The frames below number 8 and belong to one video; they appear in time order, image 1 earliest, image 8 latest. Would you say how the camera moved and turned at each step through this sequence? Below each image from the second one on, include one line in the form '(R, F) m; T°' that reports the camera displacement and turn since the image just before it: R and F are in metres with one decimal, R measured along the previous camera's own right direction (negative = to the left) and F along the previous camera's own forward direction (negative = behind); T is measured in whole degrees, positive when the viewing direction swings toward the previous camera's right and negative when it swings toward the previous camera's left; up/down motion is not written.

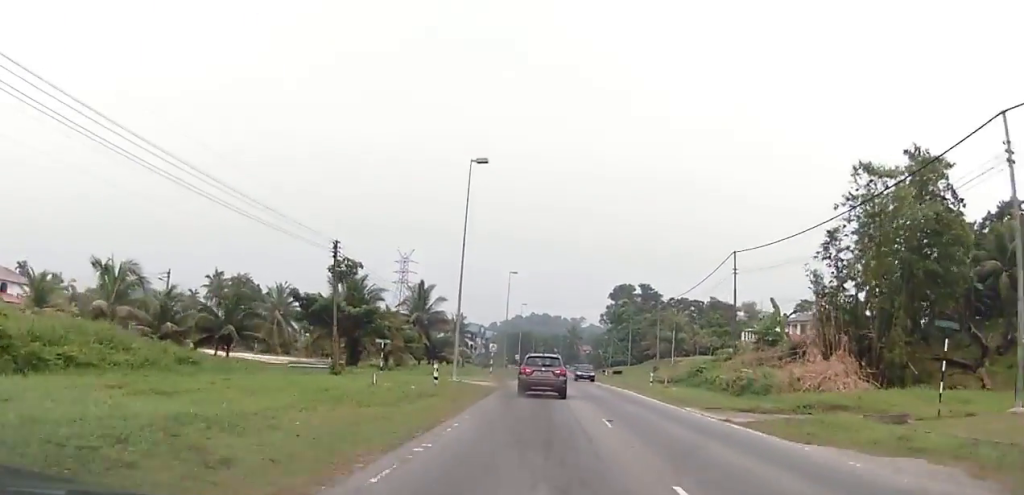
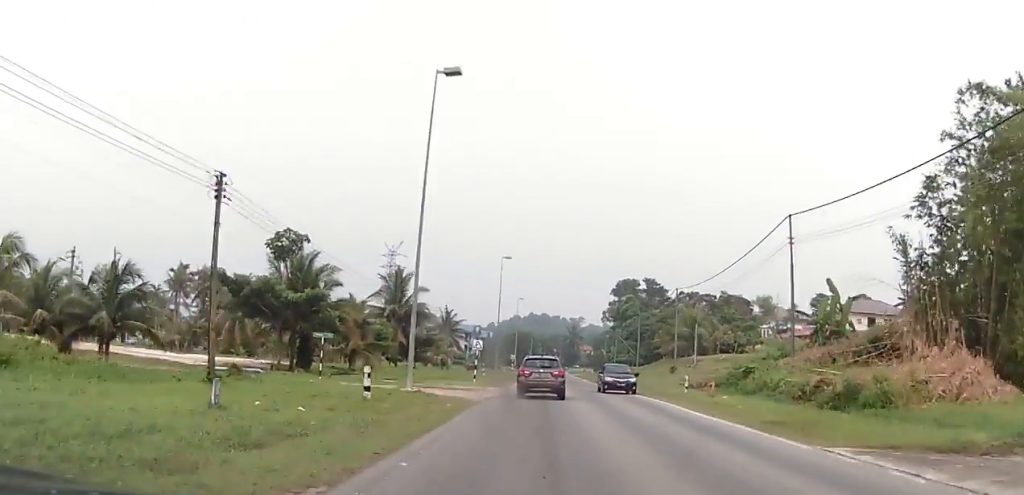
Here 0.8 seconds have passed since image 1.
(0.0, +12.1) m; 0°
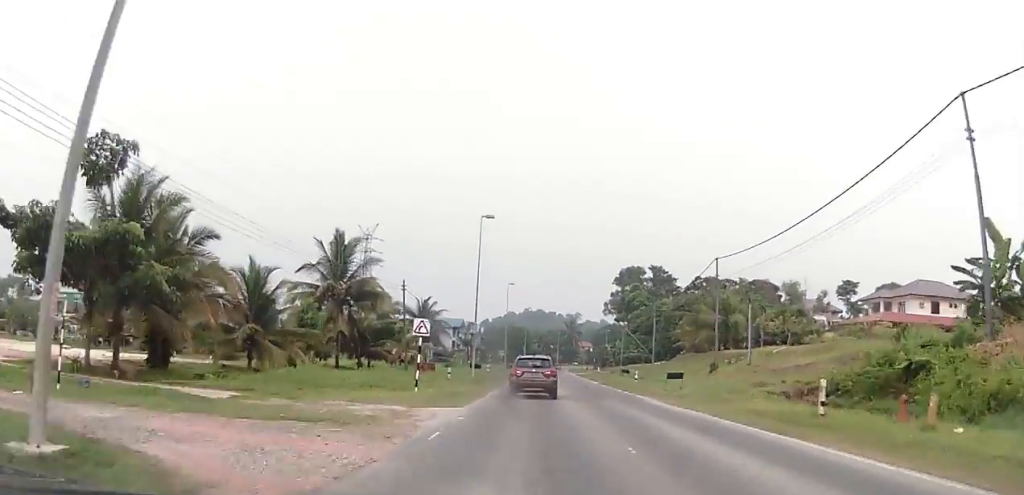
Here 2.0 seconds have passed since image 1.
(-0.1, +18.6) m; -1°
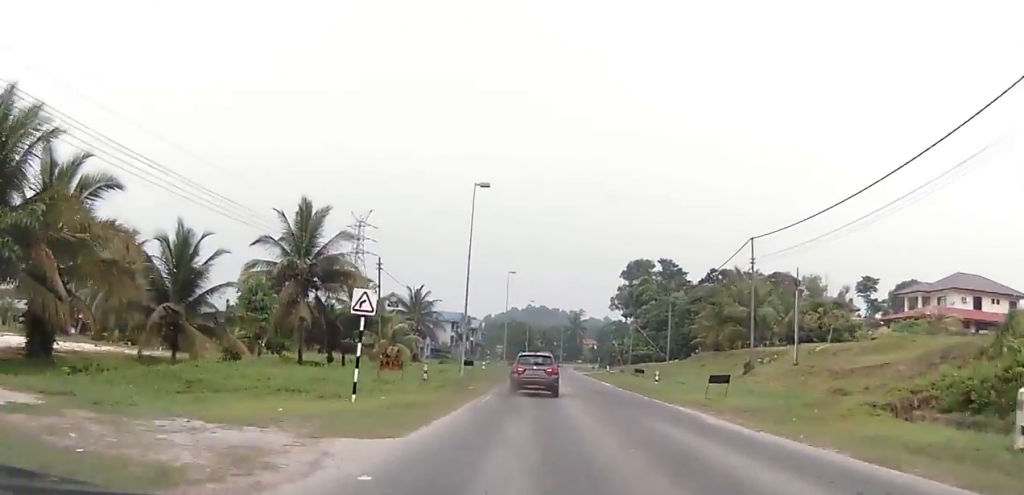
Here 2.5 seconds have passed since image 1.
(0.0, +8.4) m; 0°
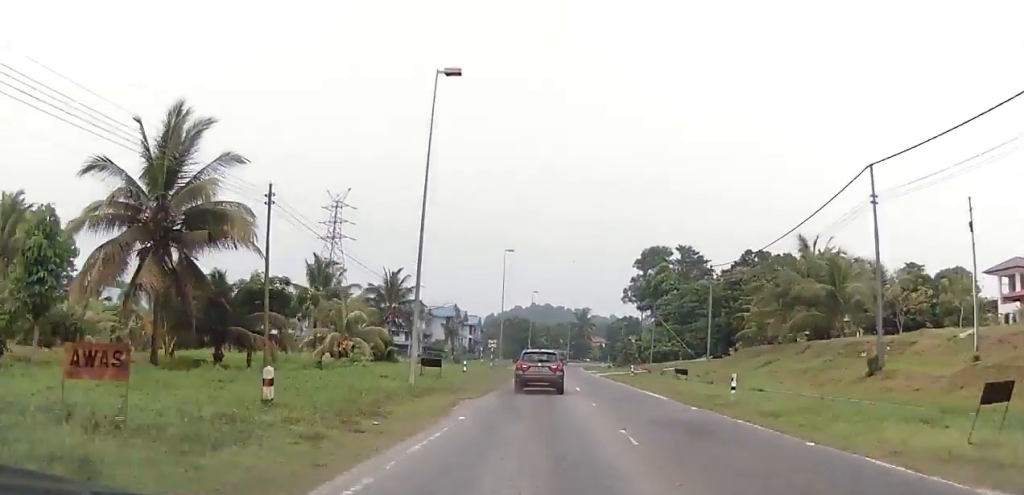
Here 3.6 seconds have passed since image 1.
(+0.1, +17.9) m; +2°
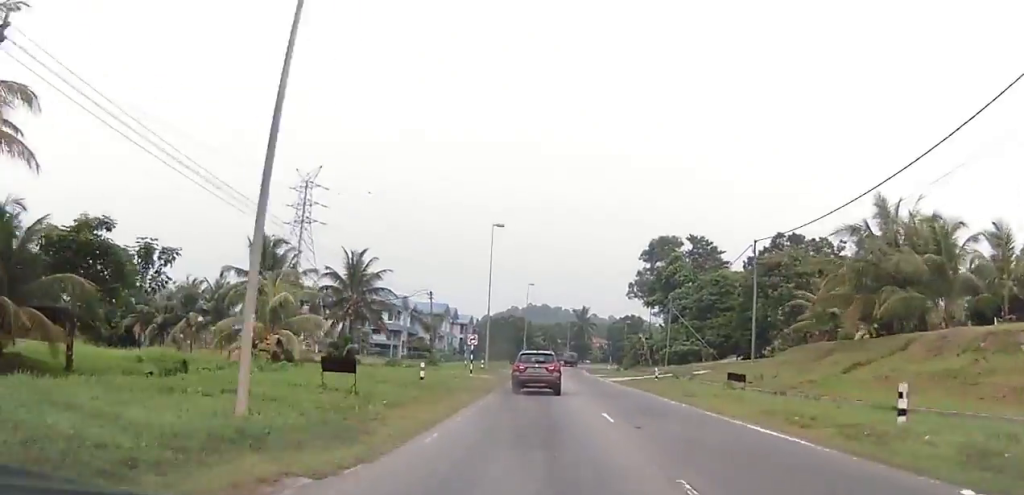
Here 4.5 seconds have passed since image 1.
(+0.5, +14.7) m; 0°
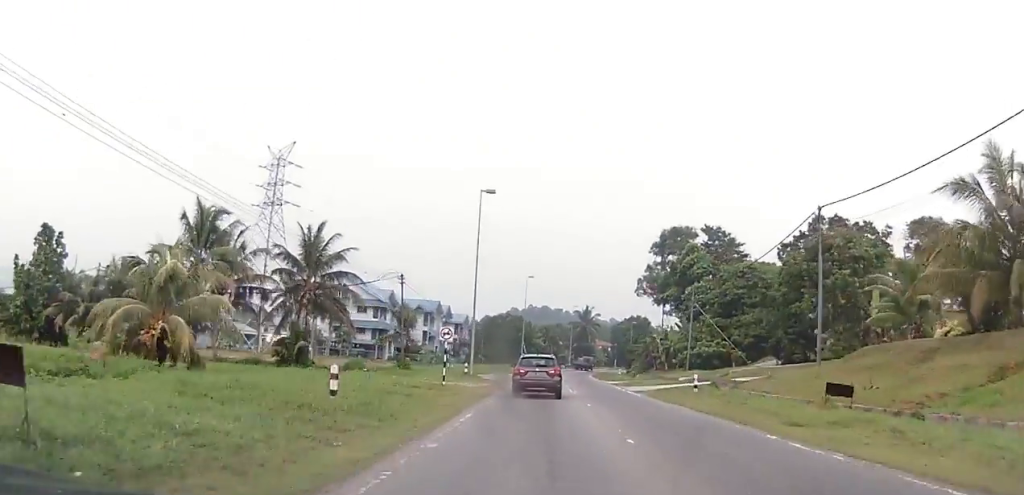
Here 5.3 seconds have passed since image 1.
(-0.5, +12.4) m; -1°
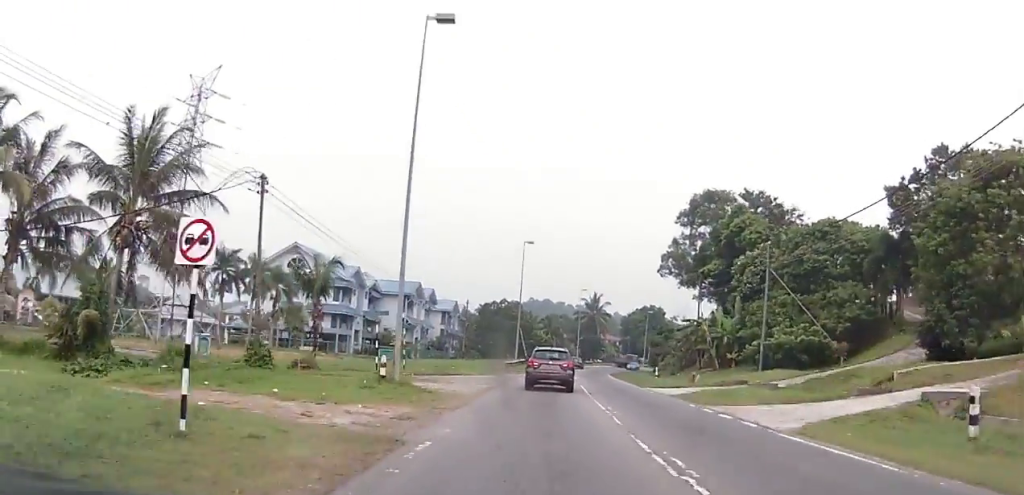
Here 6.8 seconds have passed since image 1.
(-0.3, +24.1) m; -2°
